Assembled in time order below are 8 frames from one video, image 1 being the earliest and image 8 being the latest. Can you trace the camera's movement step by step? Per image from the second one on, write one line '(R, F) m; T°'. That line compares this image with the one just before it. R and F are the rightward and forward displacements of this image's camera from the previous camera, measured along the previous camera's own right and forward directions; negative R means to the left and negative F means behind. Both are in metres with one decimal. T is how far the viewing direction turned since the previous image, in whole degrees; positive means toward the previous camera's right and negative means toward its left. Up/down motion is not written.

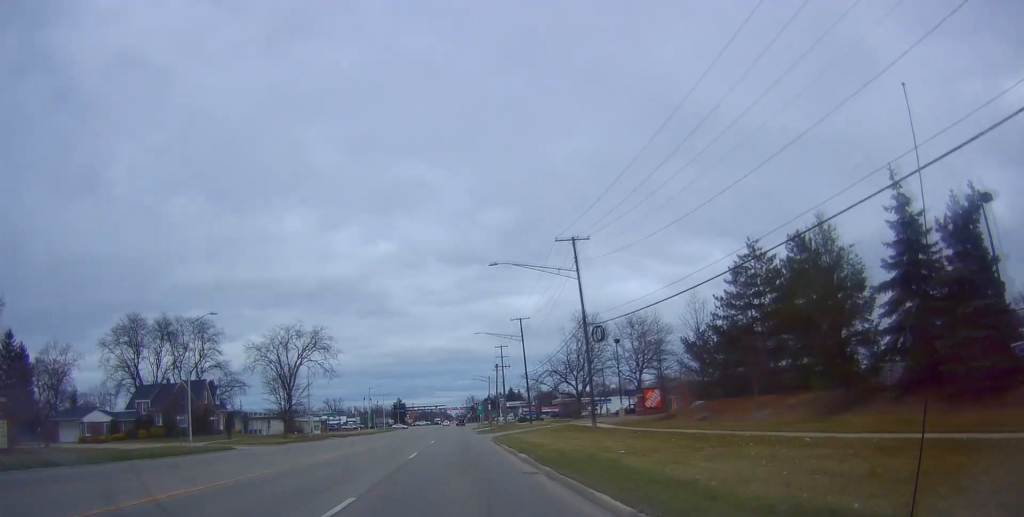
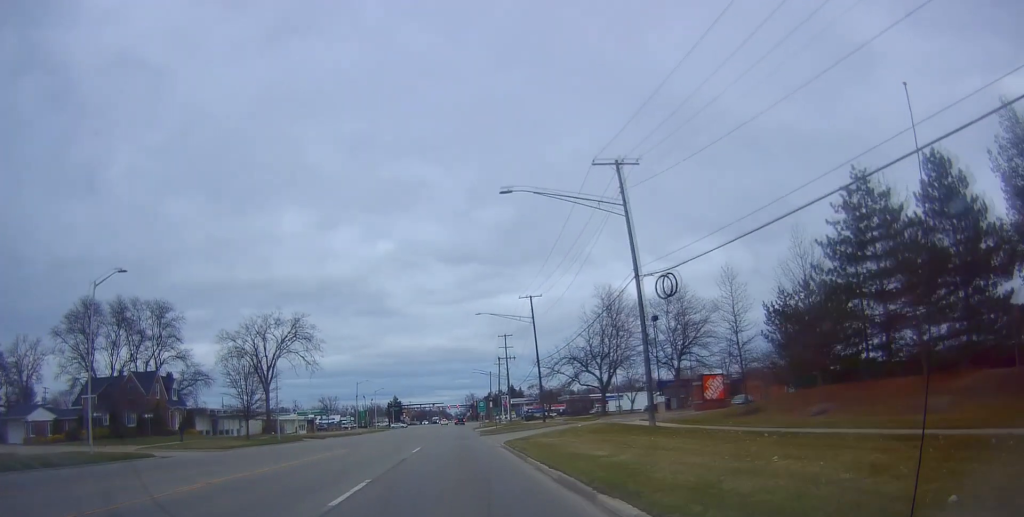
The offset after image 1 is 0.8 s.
(+0.4, +12.9) m; 0°
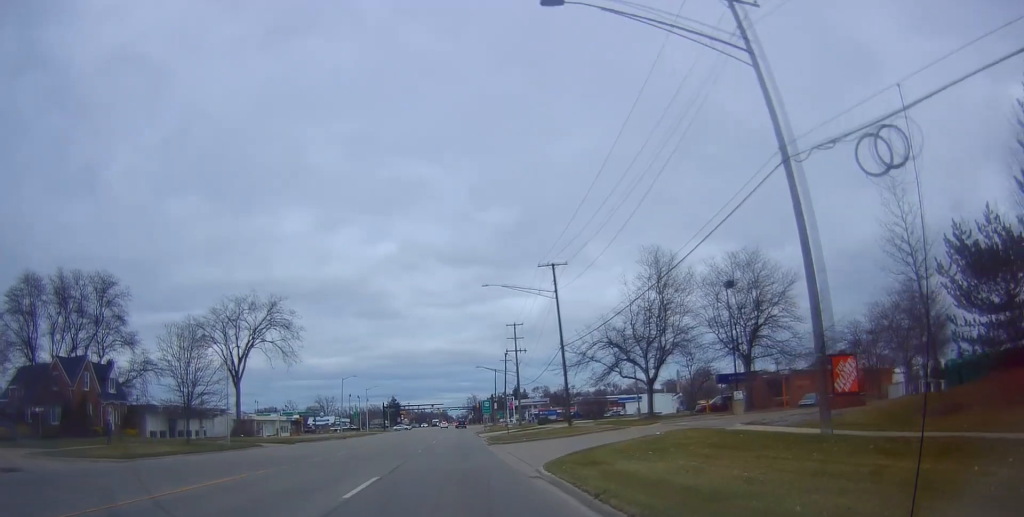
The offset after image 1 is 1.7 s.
(-0.2, +14.3) m; 0°
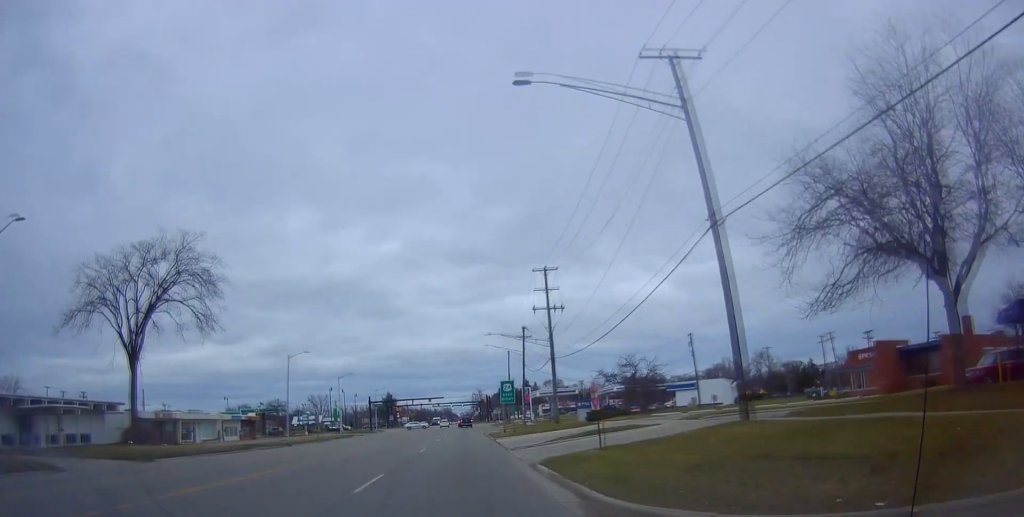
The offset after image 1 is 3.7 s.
(+0.7, +30.5) m; +1°
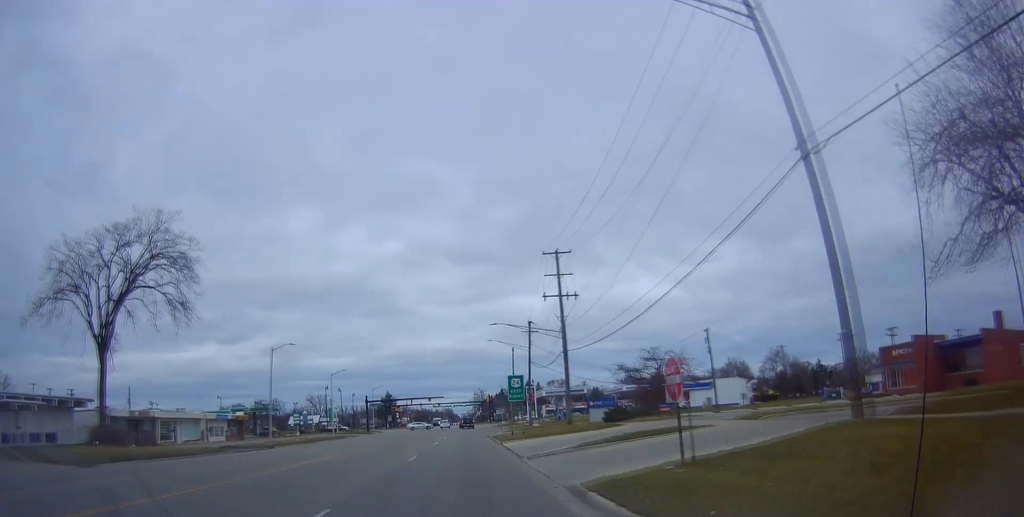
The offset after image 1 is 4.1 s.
(+0.1, +6.1) m; -1°
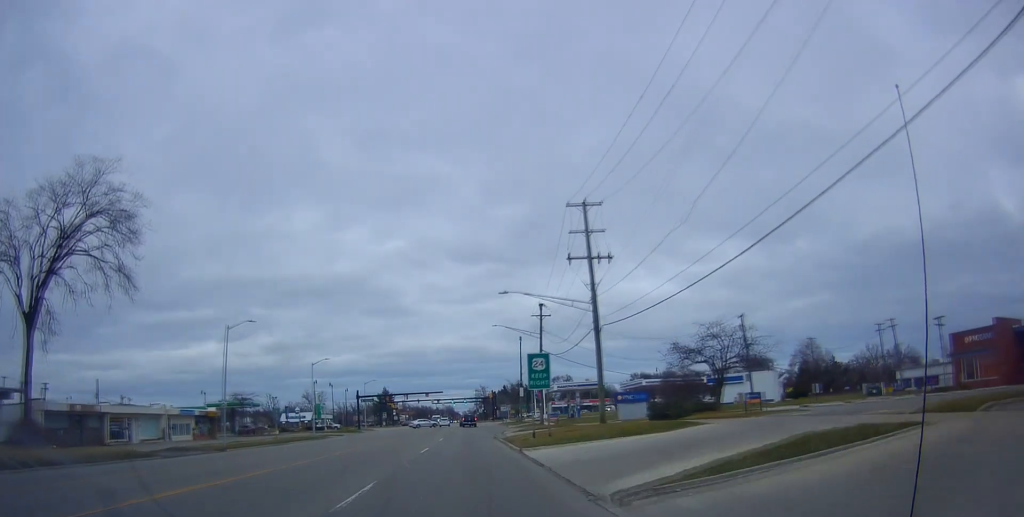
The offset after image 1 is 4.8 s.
(-0.4, +11.4) m; 0°
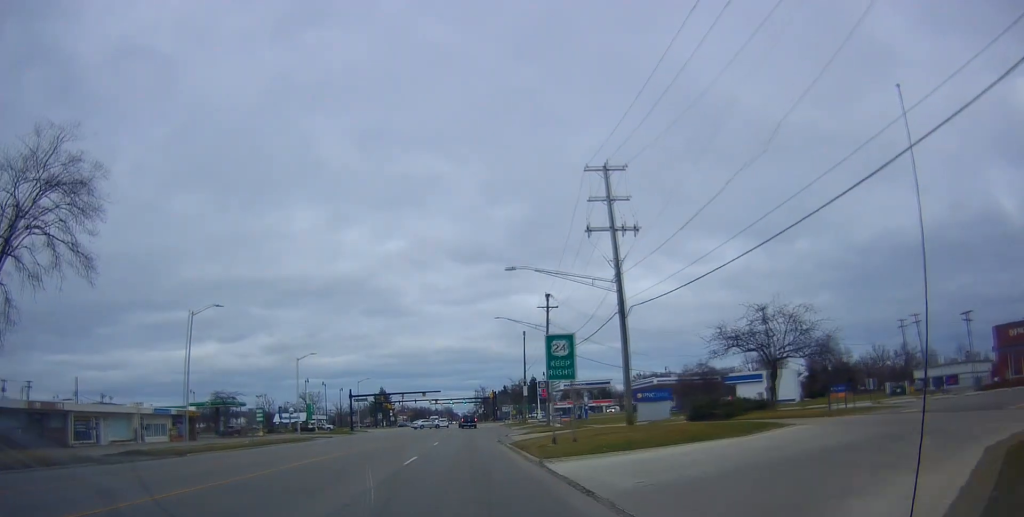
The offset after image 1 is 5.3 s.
(0.0, +6.4) m; 0°
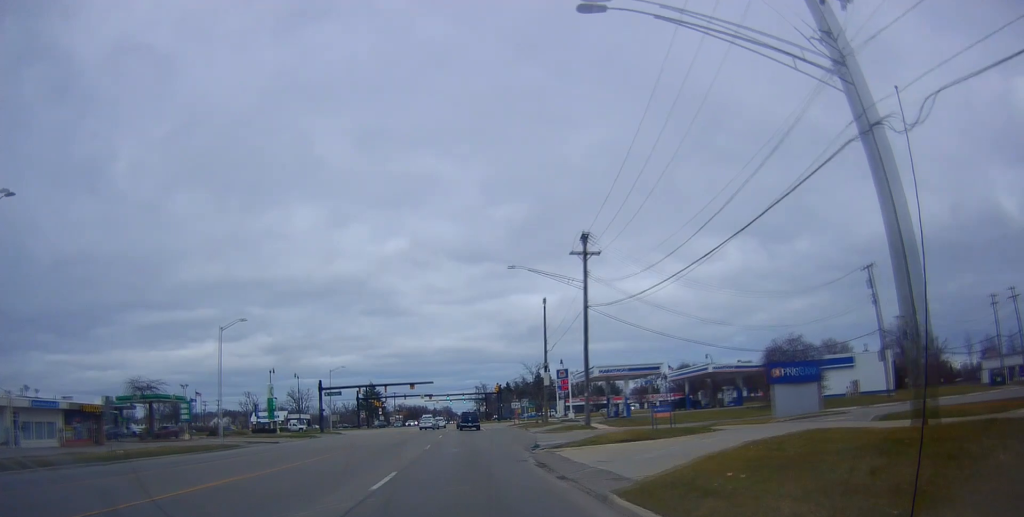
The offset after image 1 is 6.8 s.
(0.0, +23.0) m; 0°
